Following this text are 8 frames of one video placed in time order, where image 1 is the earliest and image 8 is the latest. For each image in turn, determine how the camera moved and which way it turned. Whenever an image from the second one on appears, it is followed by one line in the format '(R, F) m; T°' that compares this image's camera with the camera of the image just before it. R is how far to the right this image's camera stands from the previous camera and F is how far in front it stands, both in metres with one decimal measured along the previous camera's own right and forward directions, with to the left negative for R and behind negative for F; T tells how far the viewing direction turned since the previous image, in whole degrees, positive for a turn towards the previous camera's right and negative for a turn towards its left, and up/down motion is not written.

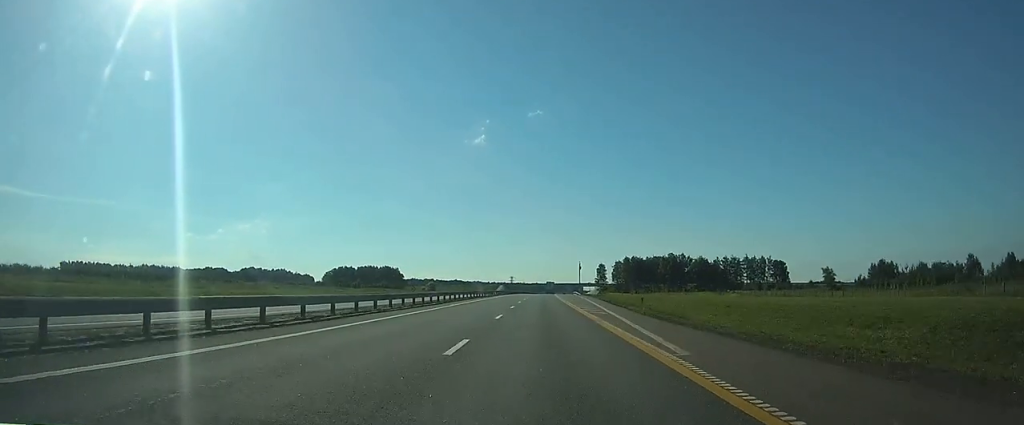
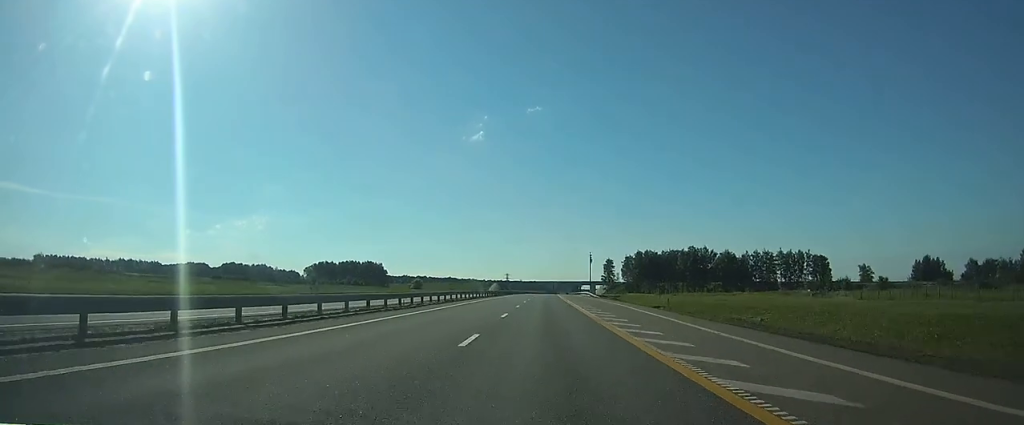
(+0.3, +45.5) m; +1°
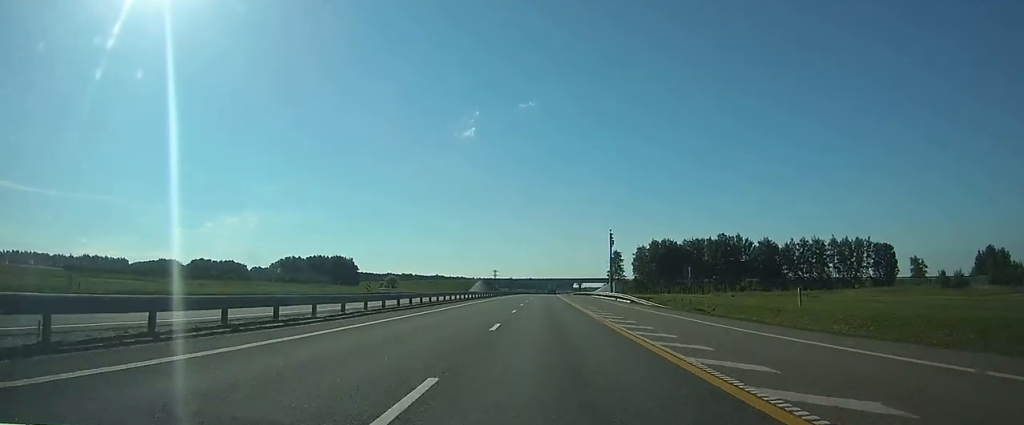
(+0.2, +54.3) m; +1°
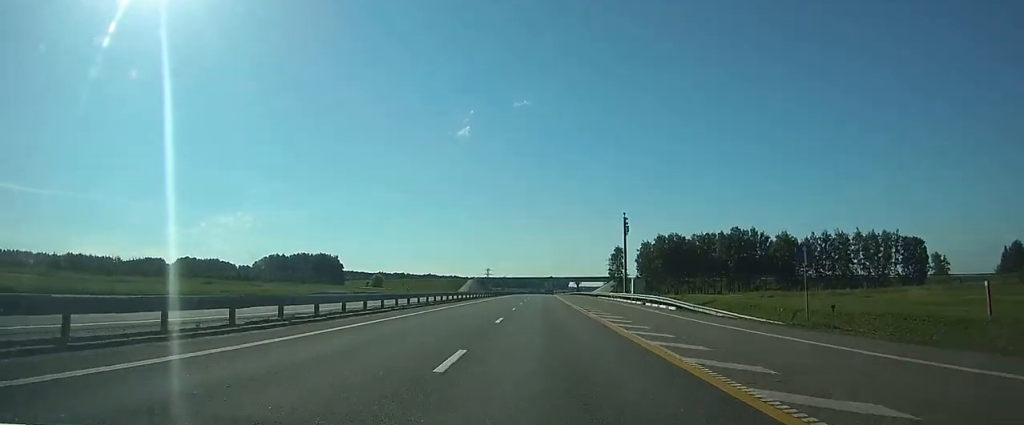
(+0.1, +20.3) m; 0°
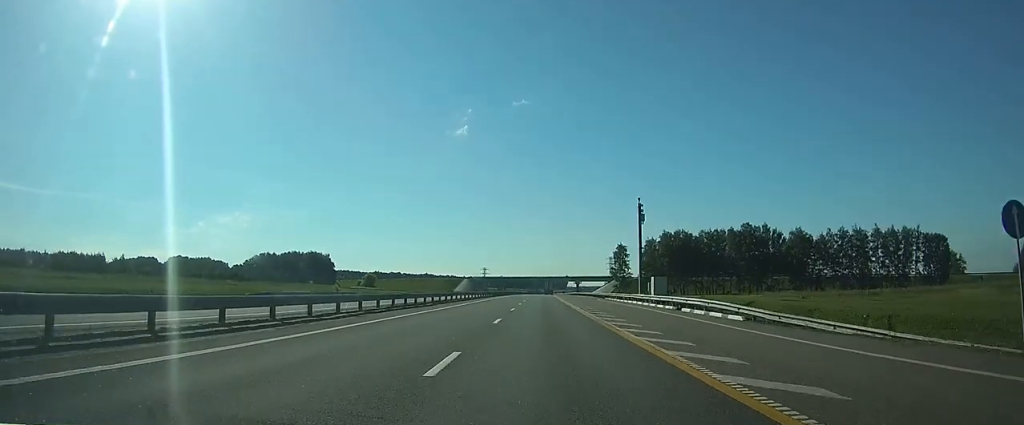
(+0.1, +12.2) m; 0°
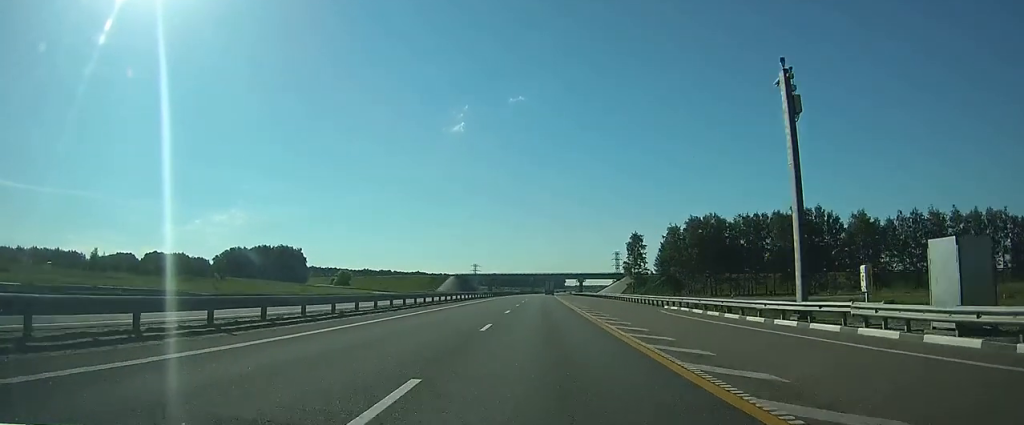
(+0.1, +39.0) m; 0°
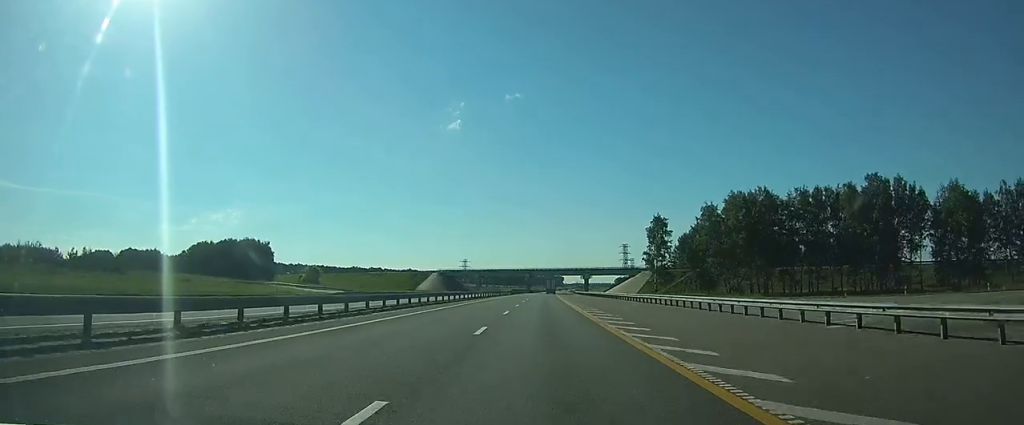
(+0.2, +37.2) m; 0°
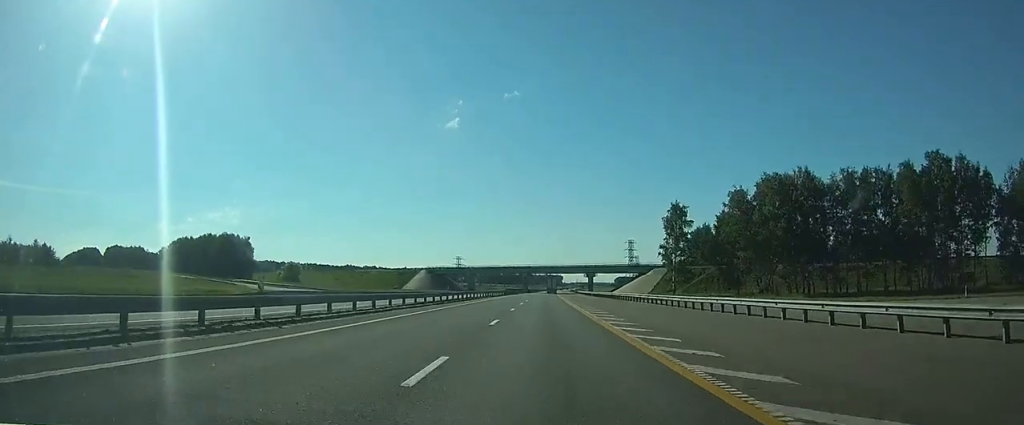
(0.0, +19.7) m; 0°
